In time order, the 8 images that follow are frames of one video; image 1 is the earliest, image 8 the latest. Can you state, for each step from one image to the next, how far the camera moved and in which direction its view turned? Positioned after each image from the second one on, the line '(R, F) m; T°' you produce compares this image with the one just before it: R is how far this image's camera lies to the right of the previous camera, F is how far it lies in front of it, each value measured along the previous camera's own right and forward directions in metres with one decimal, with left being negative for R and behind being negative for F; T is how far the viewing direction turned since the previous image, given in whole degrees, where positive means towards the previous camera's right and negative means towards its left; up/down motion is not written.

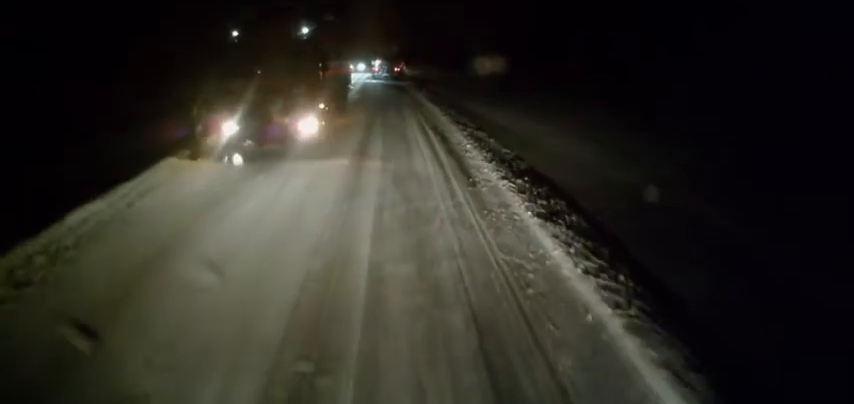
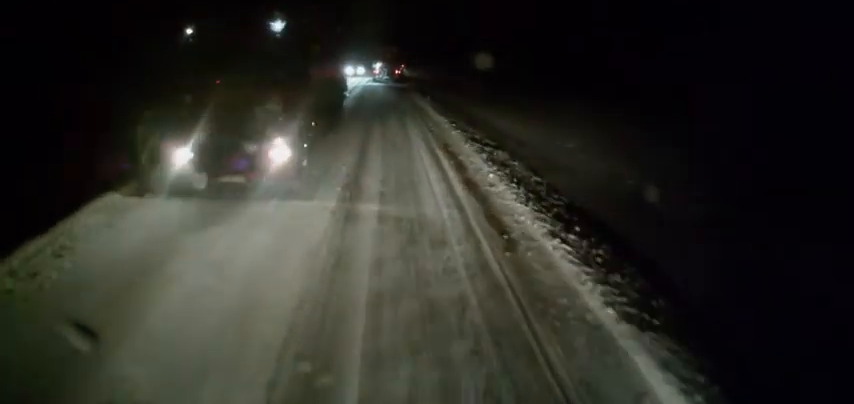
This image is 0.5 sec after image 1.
(-0.1, +3.1) m; -2°
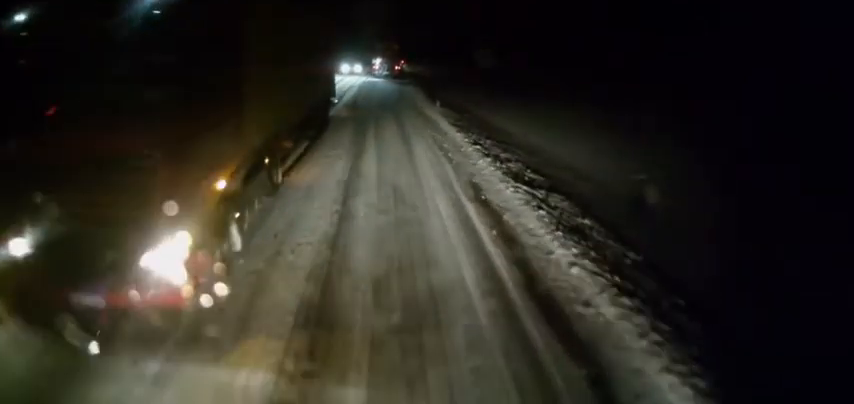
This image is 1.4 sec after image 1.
(-0.3, +5.3) m; 0°
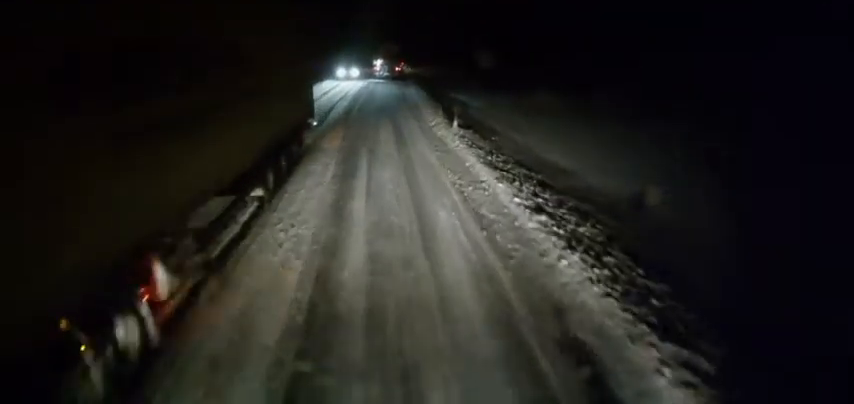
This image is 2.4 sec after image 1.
(+0.5, +5.8) m; +2°
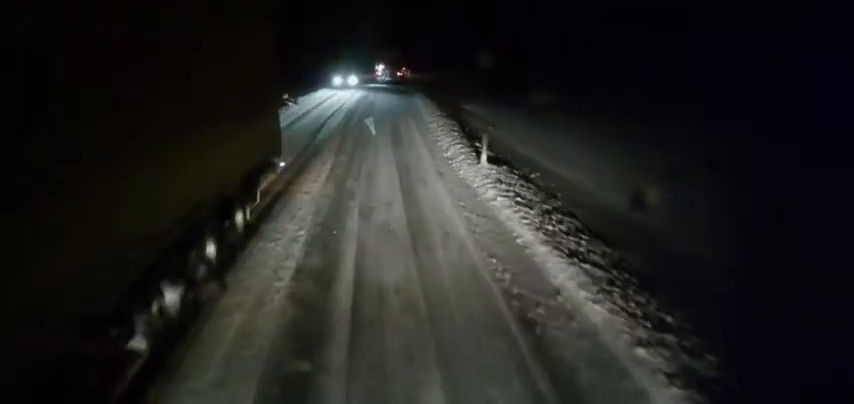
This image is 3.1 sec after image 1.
(-0.2, +4.7) m; -4°
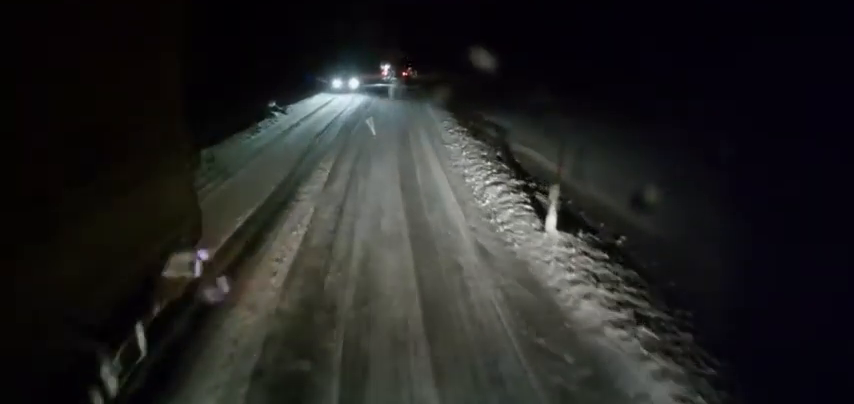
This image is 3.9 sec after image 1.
(-0.2, +4.8) m; -1°
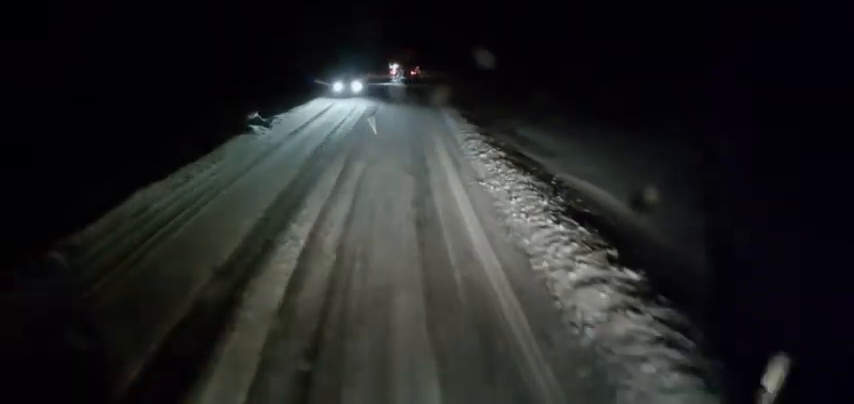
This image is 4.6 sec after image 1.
(0.0, +4.4) m; +1°
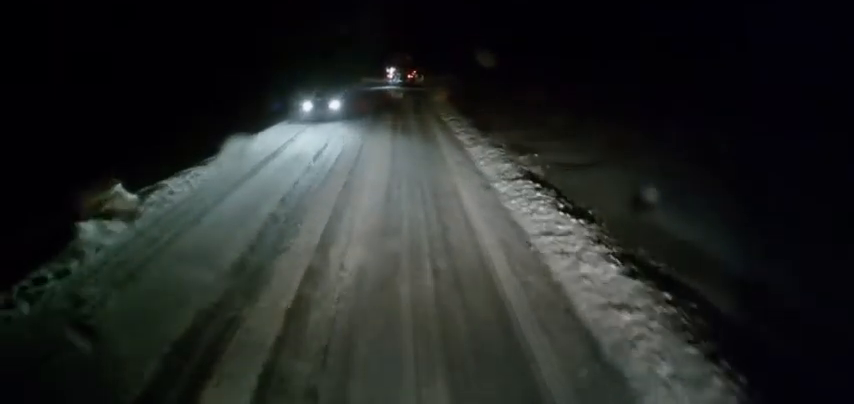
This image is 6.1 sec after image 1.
(+0.3, +10.7) m; +4°
